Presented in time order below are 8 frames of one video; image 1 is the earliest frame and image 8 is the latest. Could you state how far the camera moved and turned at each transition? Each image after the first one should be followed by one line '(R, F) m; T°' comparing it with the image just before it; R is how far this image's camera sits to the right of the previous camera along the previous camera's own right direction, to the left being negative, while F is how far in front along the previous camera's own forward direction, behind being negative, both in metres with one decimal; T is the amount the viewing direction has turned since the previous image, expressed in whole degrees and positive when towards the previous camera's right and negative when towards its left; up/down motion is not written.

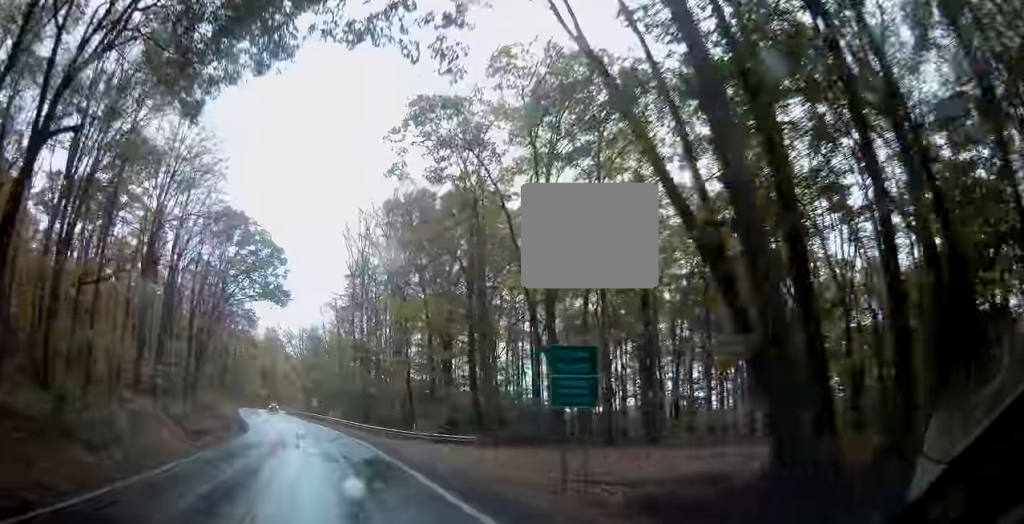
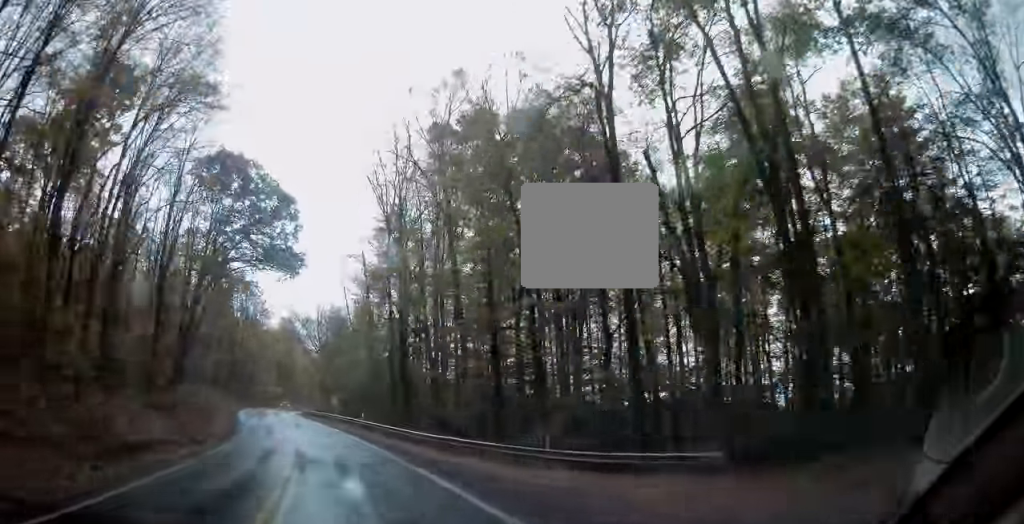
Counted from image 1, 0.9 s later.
(-1.5, +22.1) m; -5°
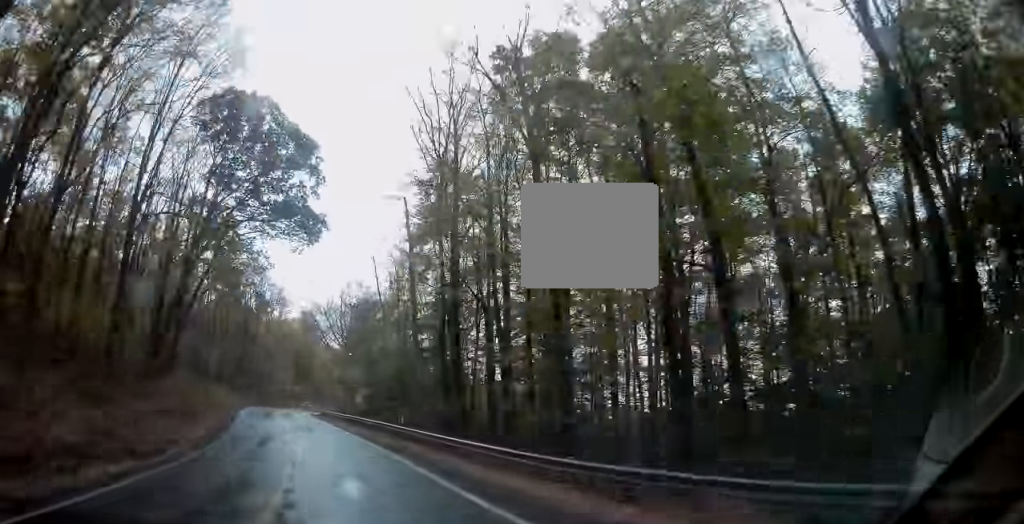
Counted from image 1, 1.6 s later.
(-0.3, +14.6) m; -2°
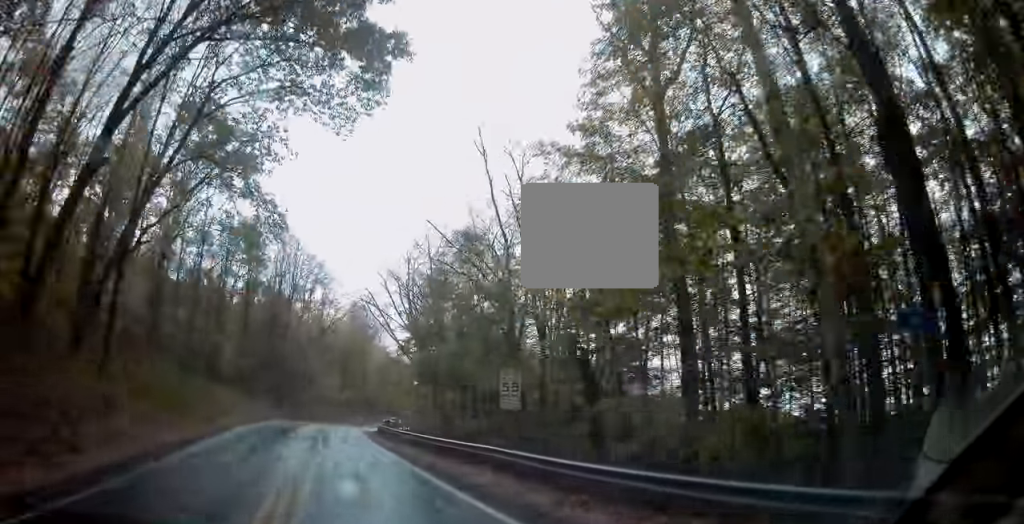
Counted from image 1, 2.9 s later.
(-0.8, +30.5) m; -3°
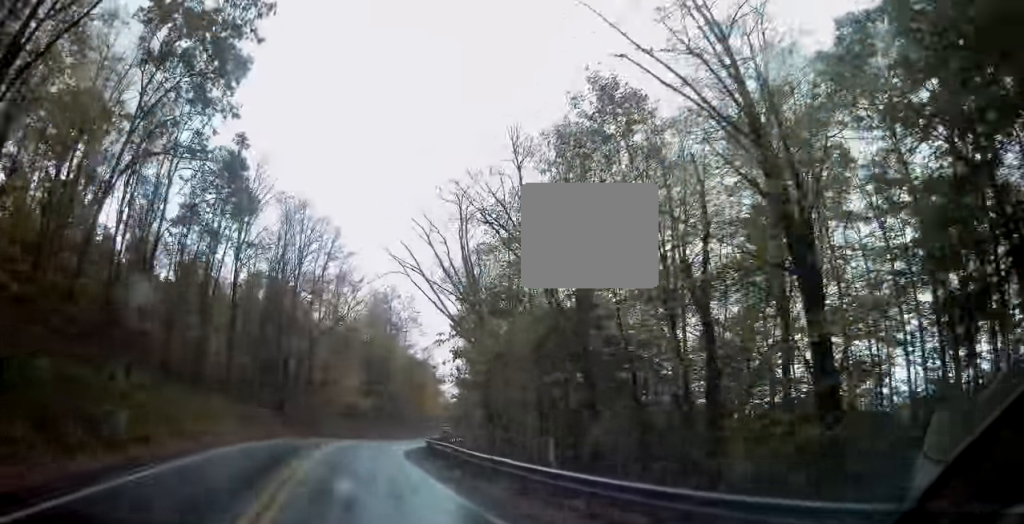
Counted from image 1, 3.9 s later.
(-0.5, +20.2) m; -2°
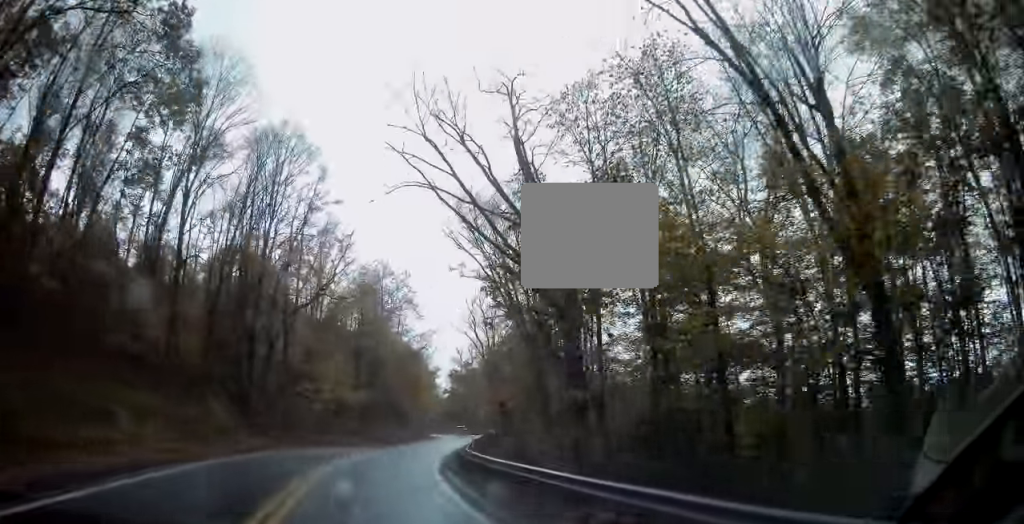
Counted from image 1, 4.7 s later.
(-0.1, +17.1) m; +1°
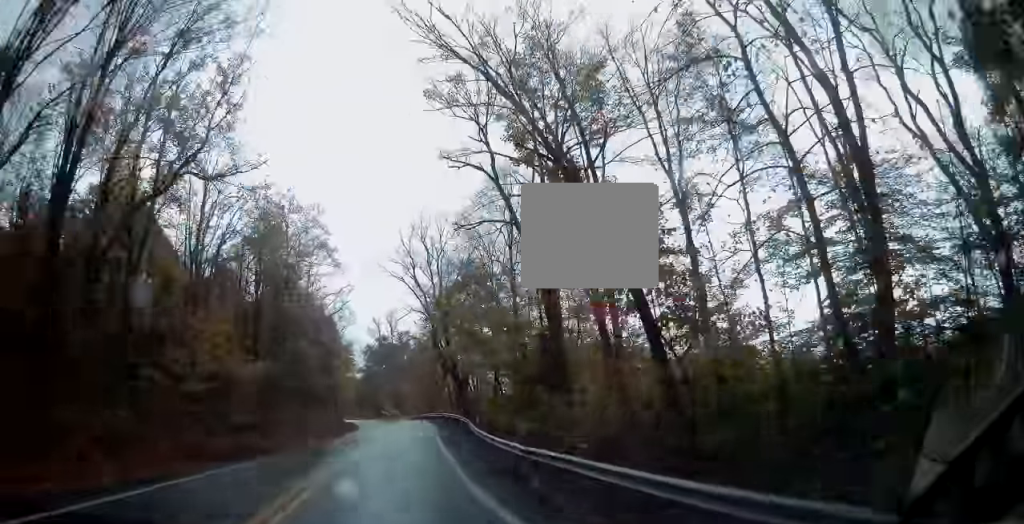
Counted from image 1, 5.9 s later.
(+1.0, +26.0) m; +7°
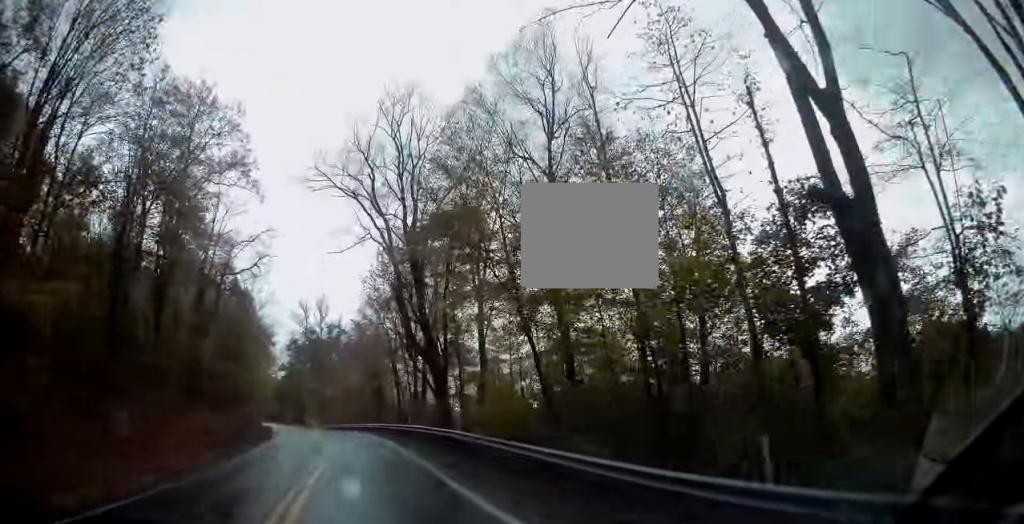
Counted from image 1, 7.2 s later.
(+2.1, +26.4) m; +8°
